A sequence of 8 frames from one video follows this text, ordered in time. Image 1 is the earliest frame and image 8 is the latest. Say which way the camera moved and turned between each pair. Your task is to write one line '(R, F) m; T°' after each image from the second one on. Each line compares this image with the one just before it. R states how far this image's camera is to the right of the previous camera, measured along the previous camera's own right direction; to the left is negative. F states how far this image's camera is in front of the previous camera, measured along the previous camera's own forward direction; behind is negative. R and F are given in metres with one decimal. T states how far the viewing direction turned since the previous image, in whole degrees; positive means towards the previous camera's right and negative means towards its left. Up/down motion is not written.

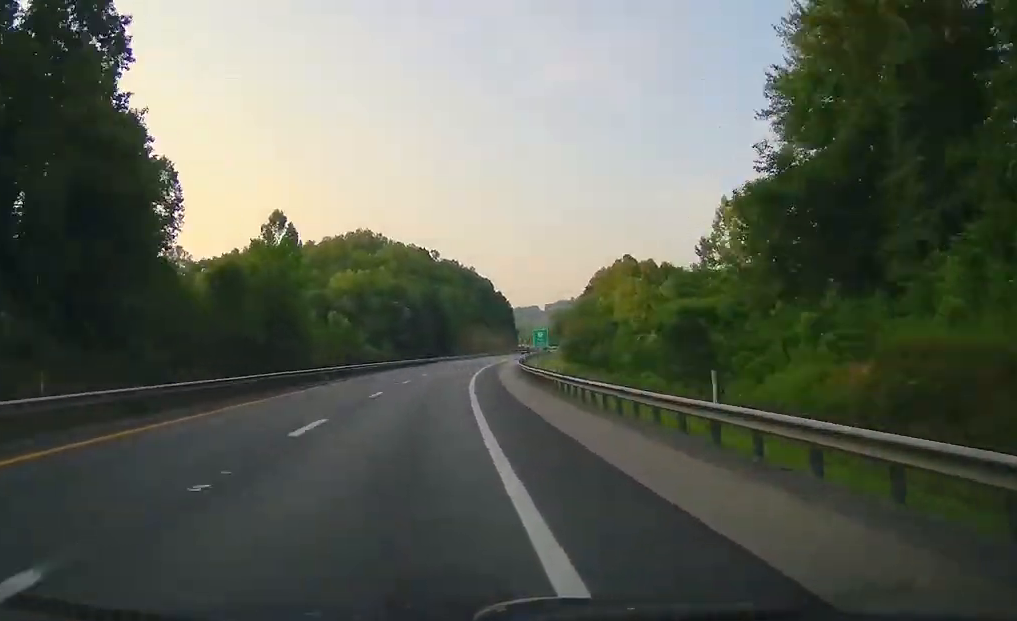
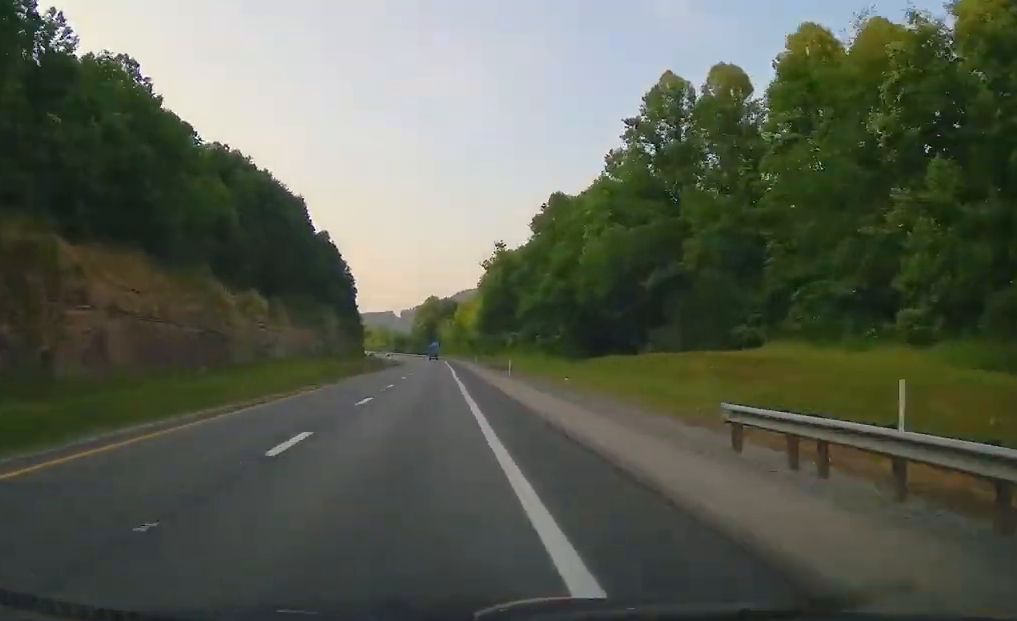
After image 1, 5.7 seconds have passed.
(+18.9, +194.8) m; +7°
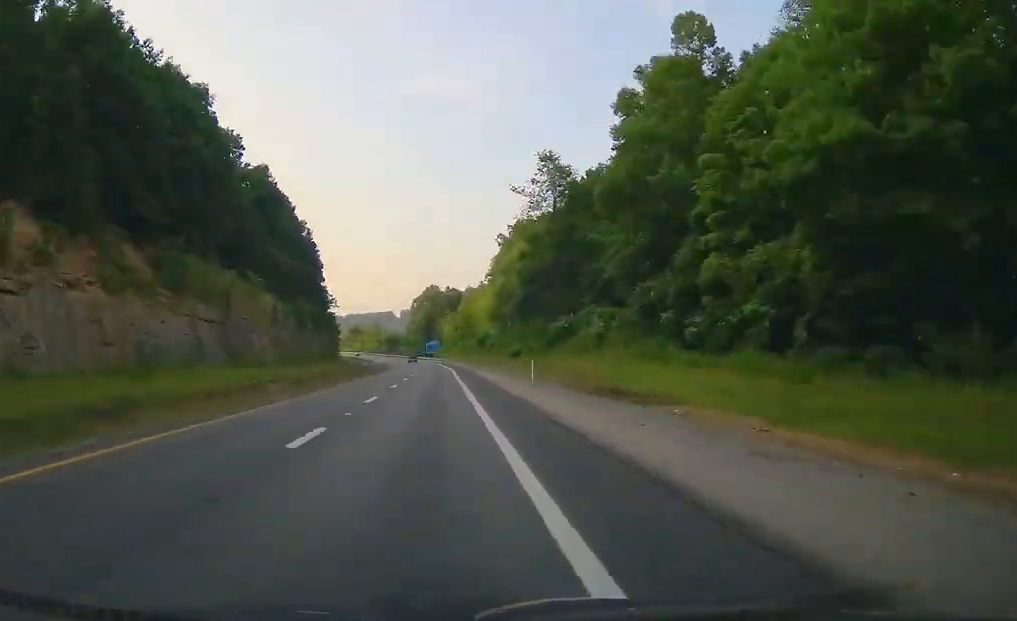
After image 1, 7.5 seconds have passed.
(+0.9, +59.4) m; -1°
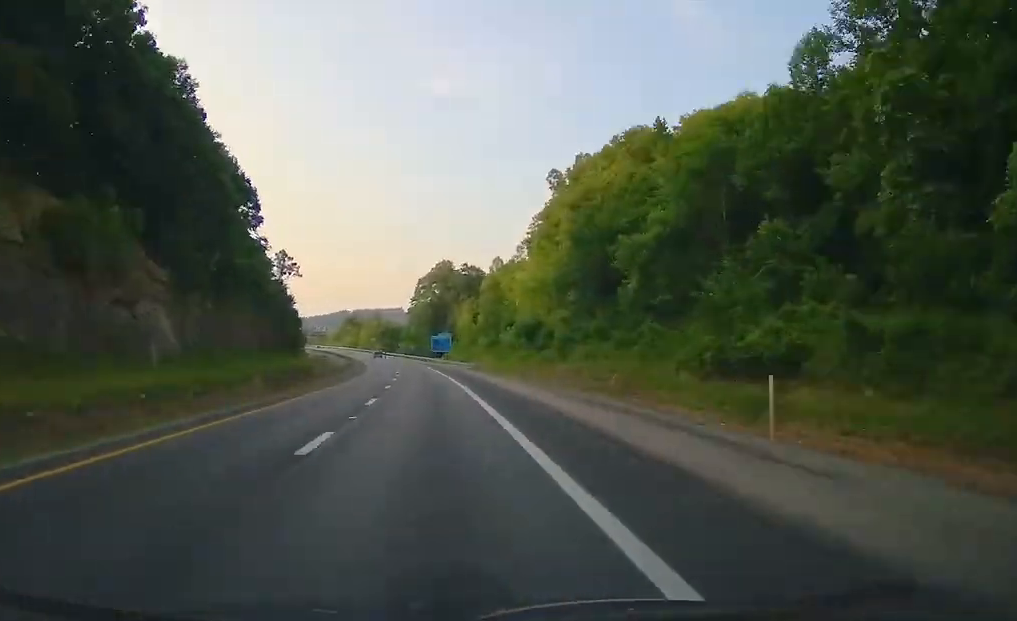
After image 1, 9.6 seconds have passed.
(+0.4, +73.3) m; -2°
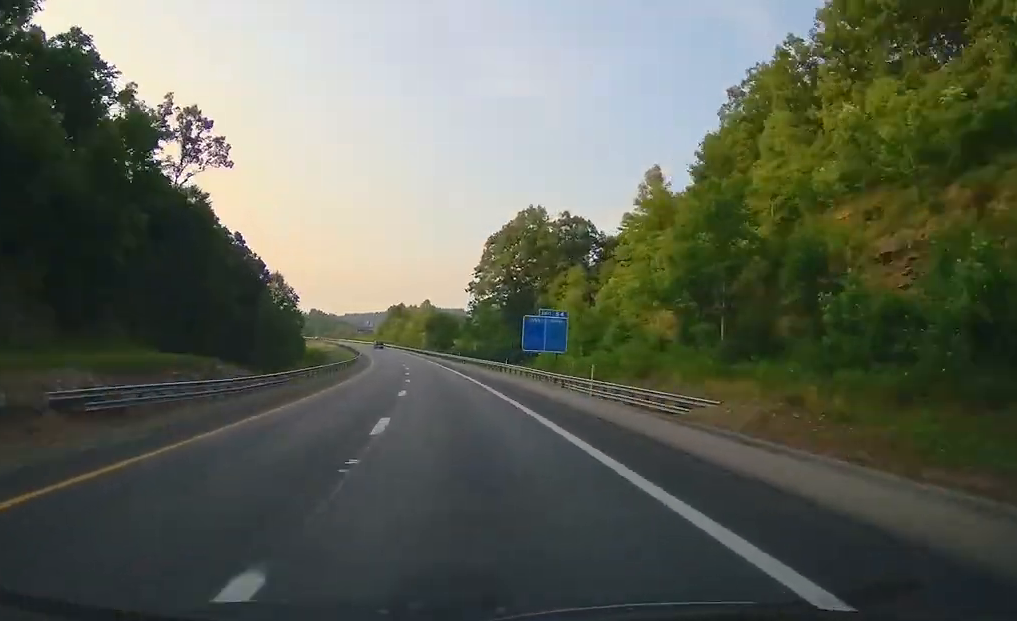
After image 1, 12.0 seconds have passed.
(-3.0, +82.9) m; -5°
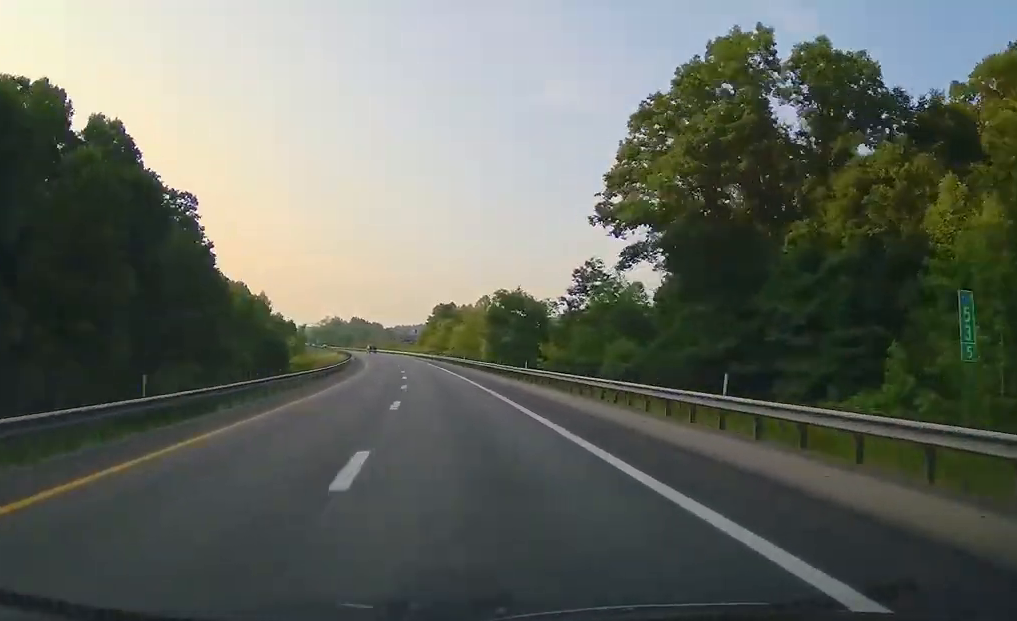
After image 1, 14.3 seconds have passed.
(-3.4, +78.2) m; -5°
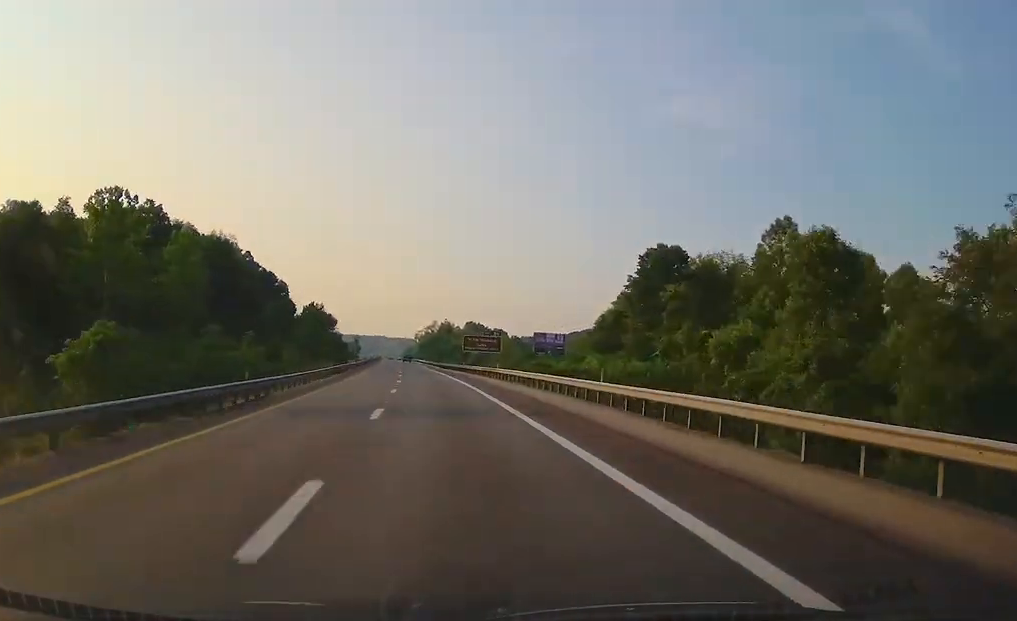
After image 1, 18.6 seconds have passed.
(-12.2, +147.4) m; -7°
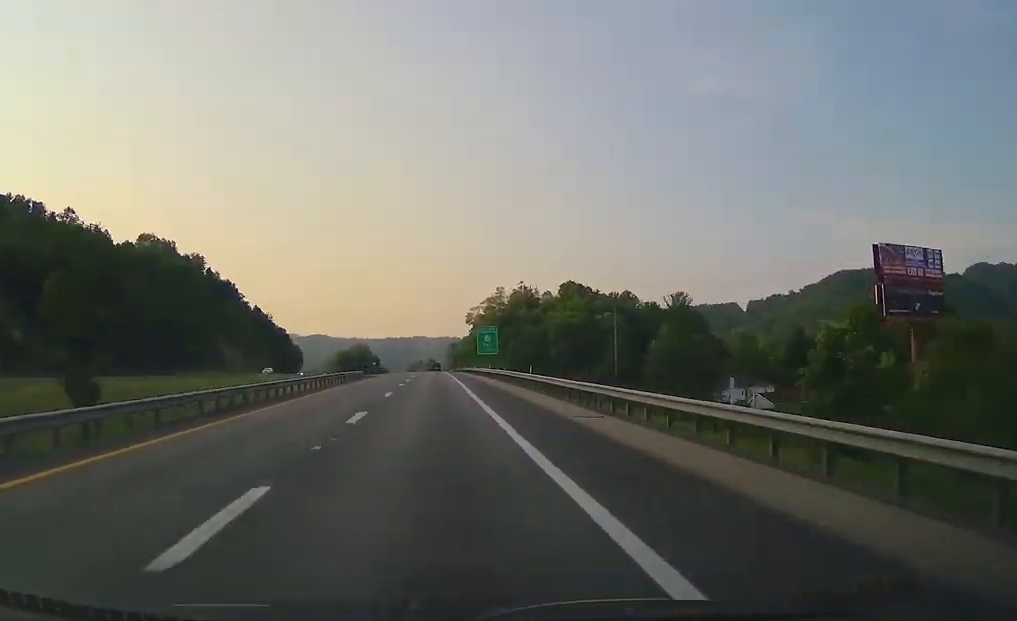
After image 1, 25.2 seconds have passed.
(-10.4, +229.8) m; -3°
